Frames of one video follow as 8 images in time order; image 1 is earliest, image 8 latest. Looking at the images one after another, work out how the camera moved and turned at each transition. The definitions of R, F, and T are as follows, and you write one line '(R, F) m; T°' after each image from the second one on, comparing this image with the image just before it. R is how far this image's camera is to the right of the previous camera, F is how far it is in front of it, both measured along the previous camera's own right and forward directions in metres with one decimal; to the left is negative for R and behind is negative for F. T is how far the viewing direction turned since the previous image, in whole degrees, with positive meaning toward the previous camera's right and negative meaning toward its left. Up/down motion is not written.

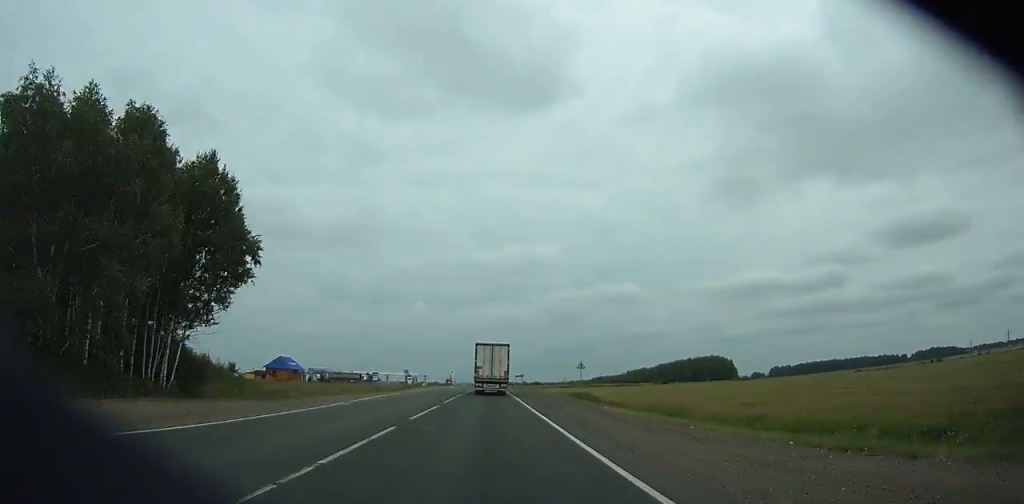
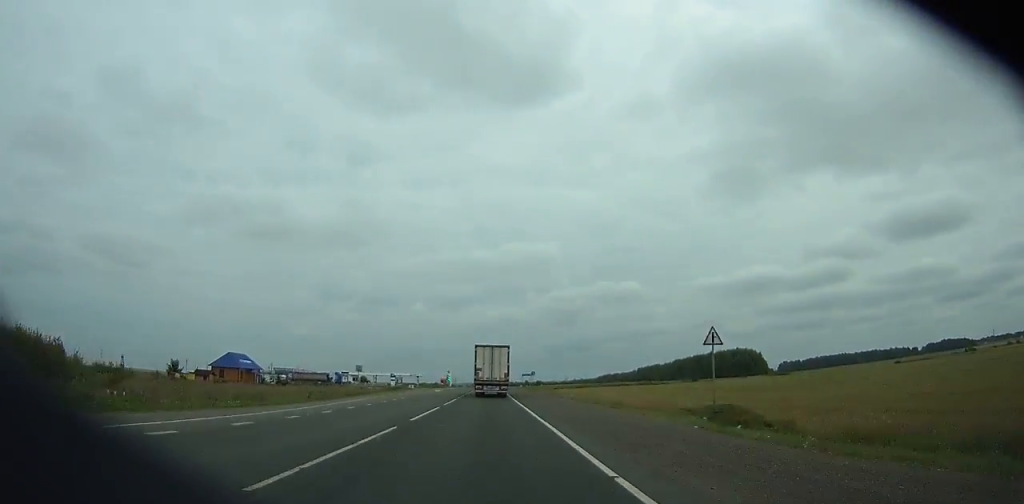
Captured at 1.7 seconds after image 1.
(0.0, +33.9) m; 0°
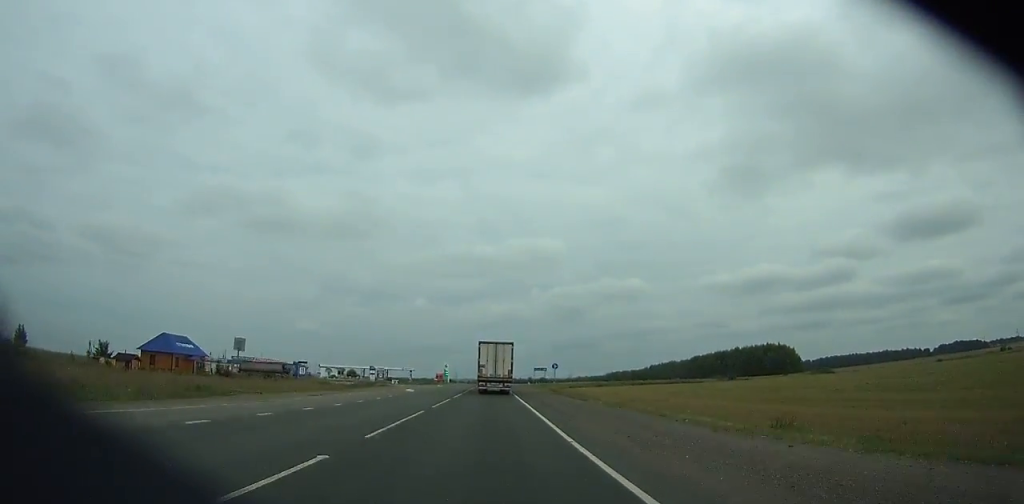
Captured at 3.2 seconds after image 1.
(0.0, +30.0) m; 0°
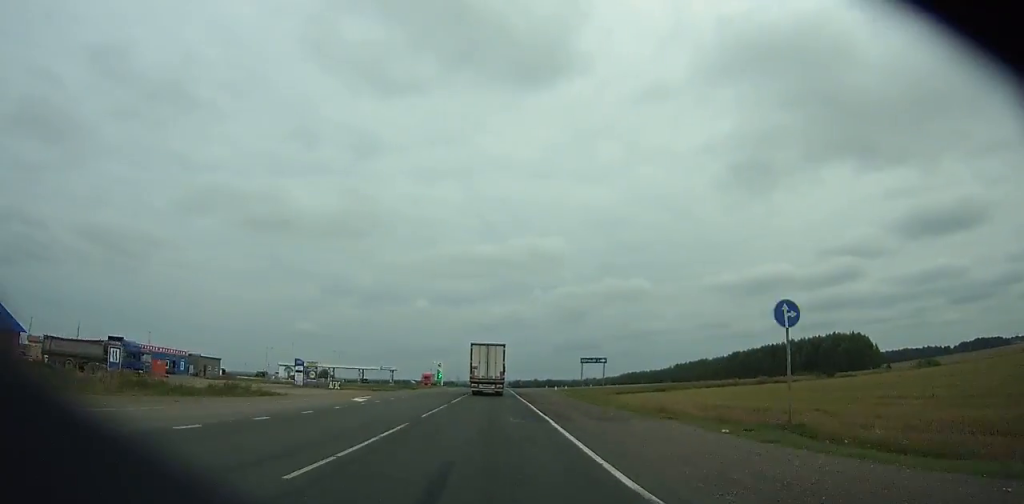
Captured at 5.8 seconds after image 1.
(-0.1, +52.0) m; 0°
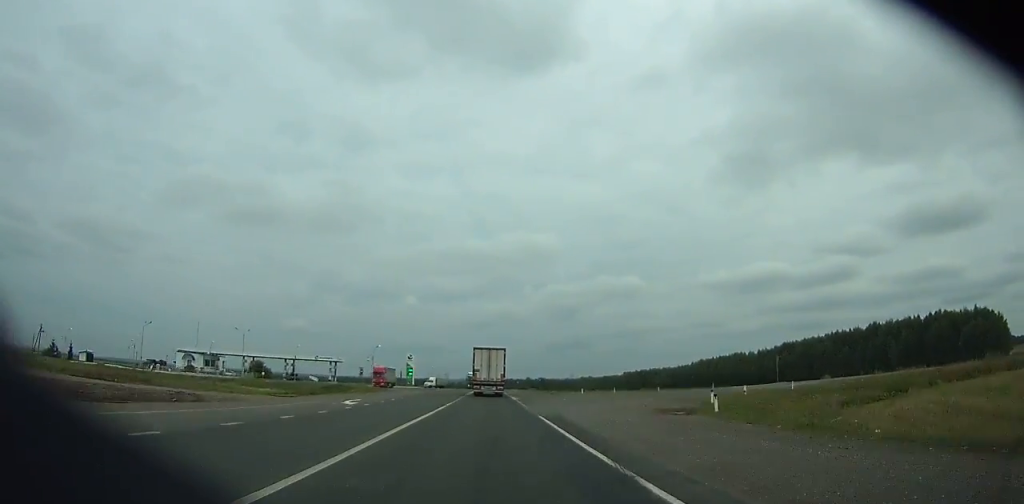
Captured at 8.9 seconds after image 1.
(+0.1, +62.4) m; 0°
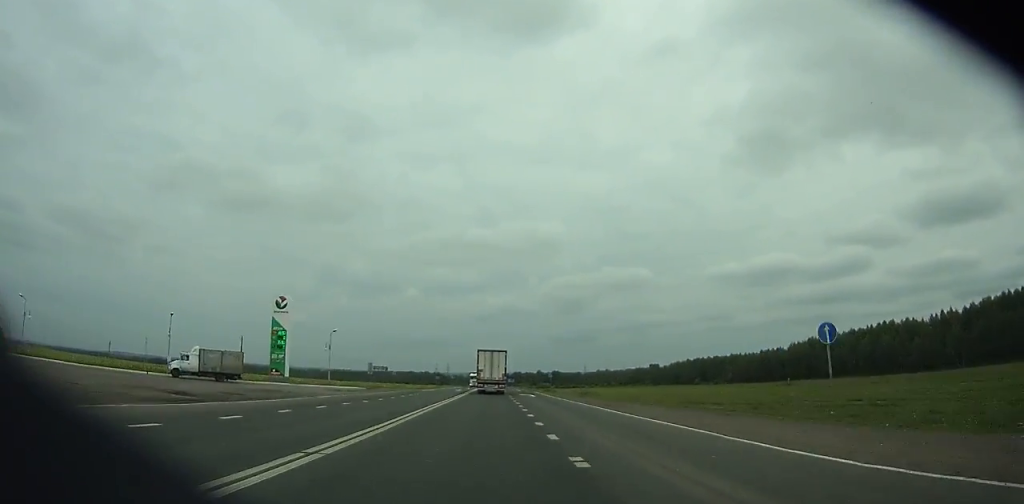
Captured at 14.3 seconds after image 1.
(+0.1, +111.2) m; 0°
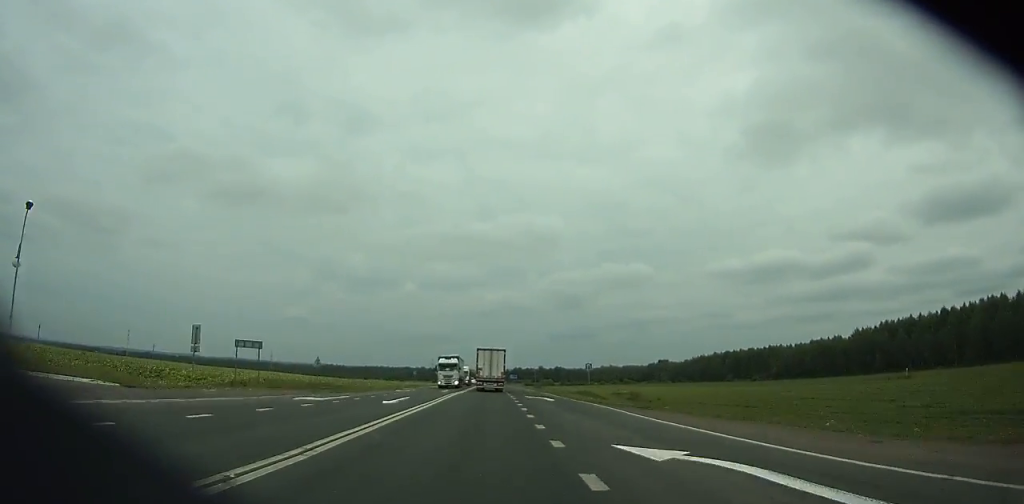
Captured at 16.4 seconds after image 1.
(-0.1, +44.4) m; 0°
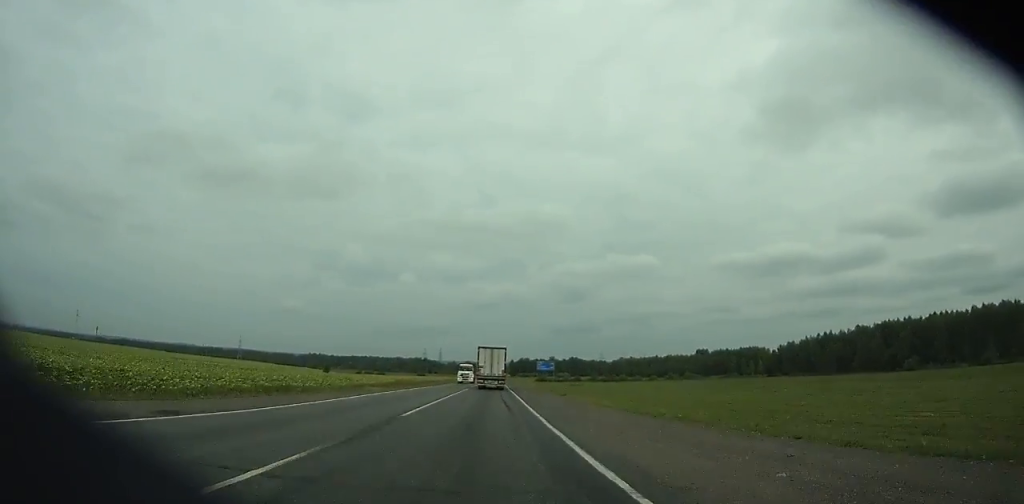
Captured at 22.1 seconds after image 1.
(-0.1, +123.6) m; 0°
